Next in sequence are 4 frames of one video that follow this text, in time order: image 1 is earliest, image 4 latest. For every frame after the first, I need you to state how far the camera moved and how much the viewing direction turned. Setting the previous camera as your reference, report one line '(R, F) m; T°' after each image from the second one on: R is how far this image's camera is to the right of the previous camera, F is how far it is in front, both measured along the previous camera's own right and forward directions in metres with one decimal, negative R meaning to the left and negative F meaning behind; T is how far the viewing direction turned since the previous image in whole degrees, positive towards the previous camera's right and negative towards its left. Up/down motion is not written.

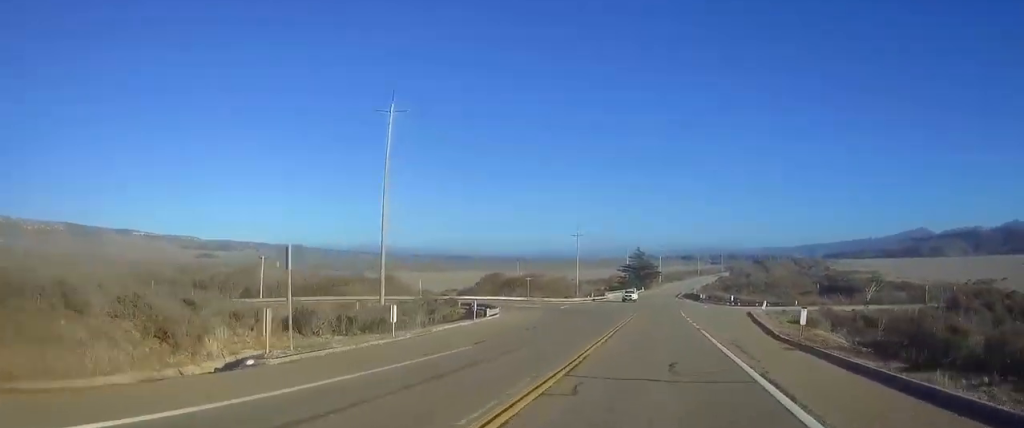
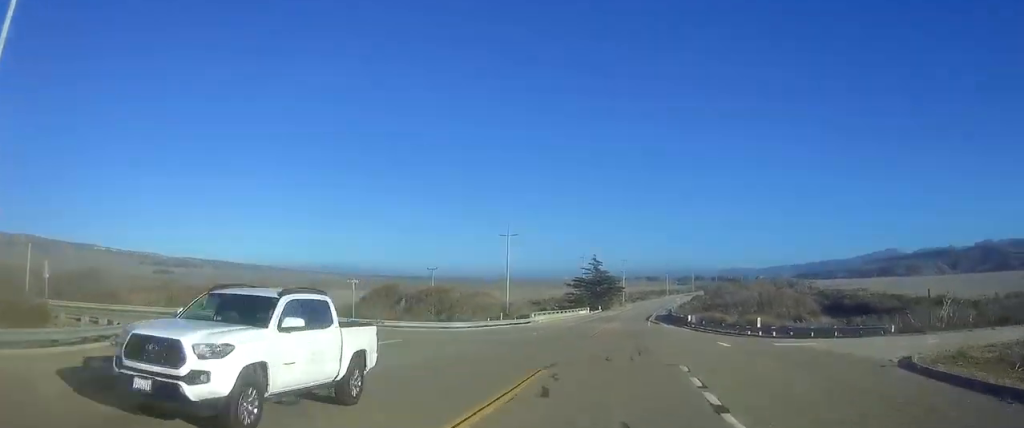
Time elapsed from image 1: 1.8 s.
(+0.8, +43.5) m; +2°
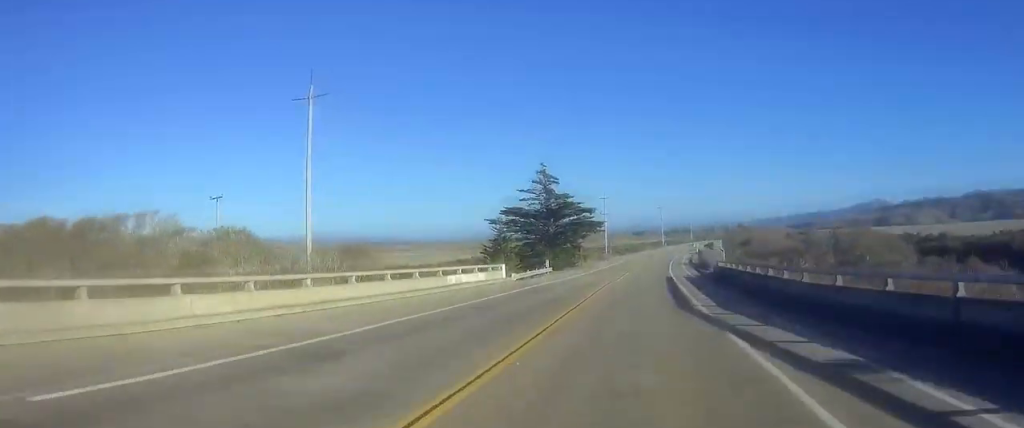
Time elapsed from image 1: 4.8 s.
(+1.1, +69.1) m; +4°
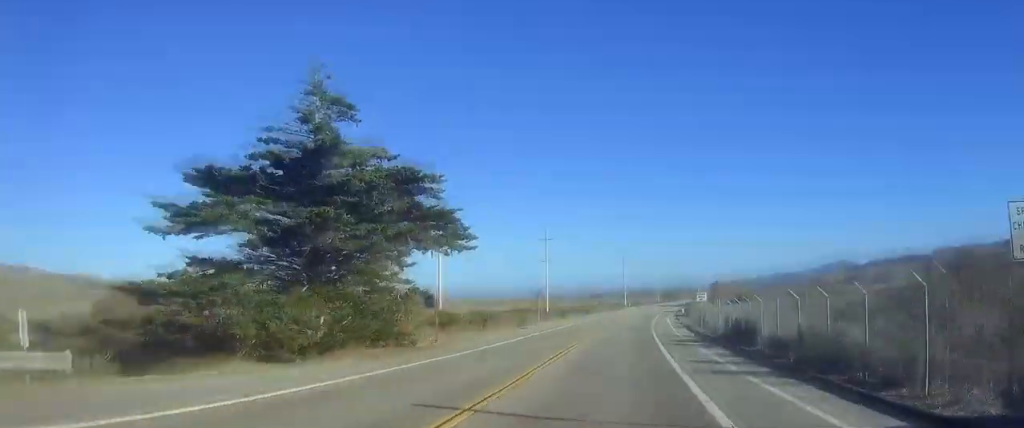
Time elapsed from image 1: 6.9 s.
(+1.5, +50.1) m; +2°
